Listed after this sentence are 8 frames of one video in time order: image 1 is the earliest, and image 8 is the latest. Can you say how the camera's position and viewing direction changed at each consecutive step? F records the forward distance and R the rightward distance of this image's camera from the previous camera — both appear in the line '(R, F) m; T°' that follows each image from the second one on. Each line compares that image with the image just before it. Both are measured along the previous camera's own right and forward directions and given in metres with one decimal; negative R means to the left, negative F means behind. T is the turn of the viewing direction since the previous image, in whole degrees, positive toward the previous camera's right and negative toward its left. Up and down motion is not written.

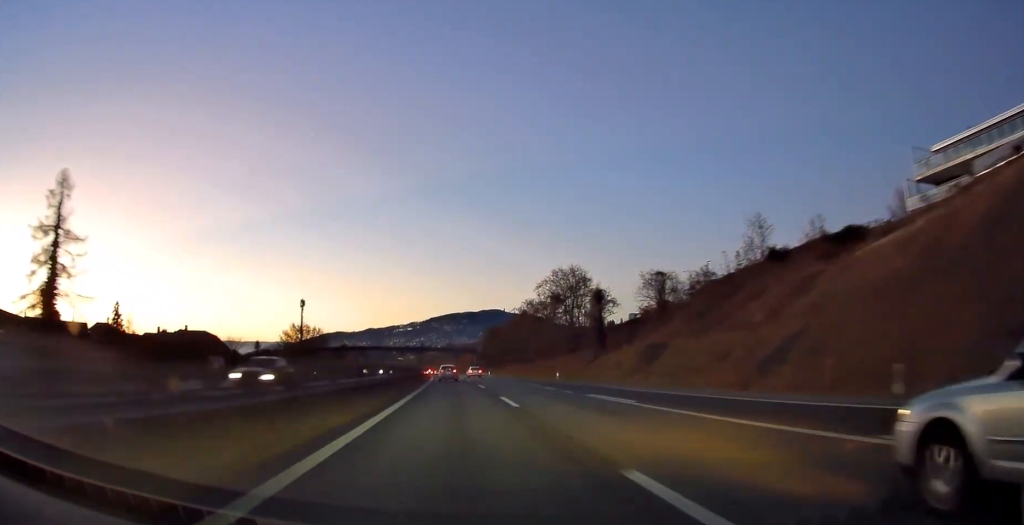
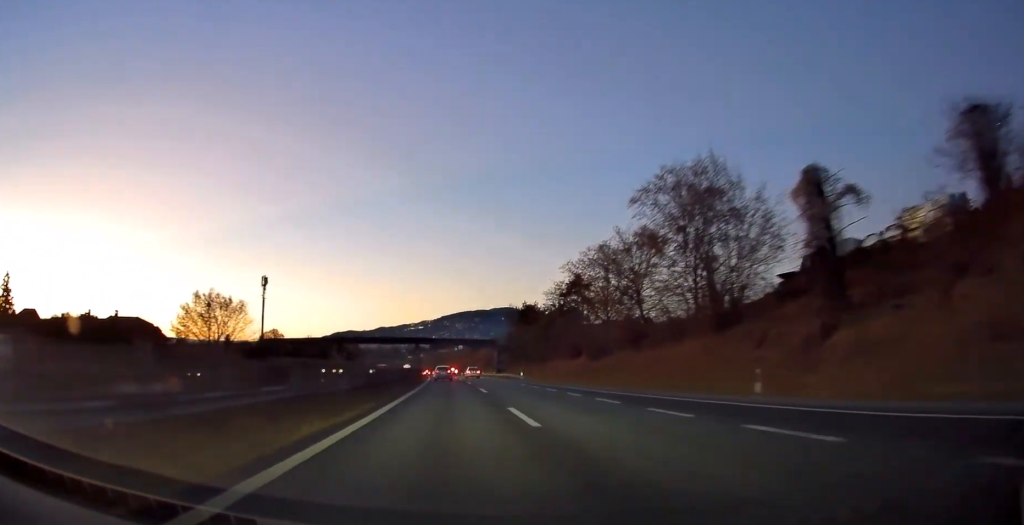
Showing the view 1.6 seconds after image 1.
(-0.9, +43.7) m; -2°
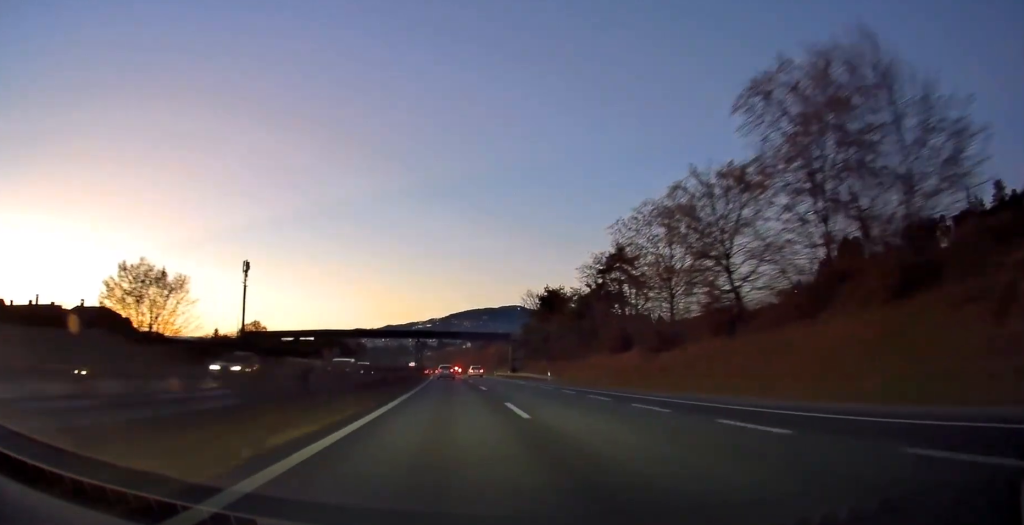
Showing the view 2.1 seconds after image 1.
(+0.2, +15.9) m; 0°
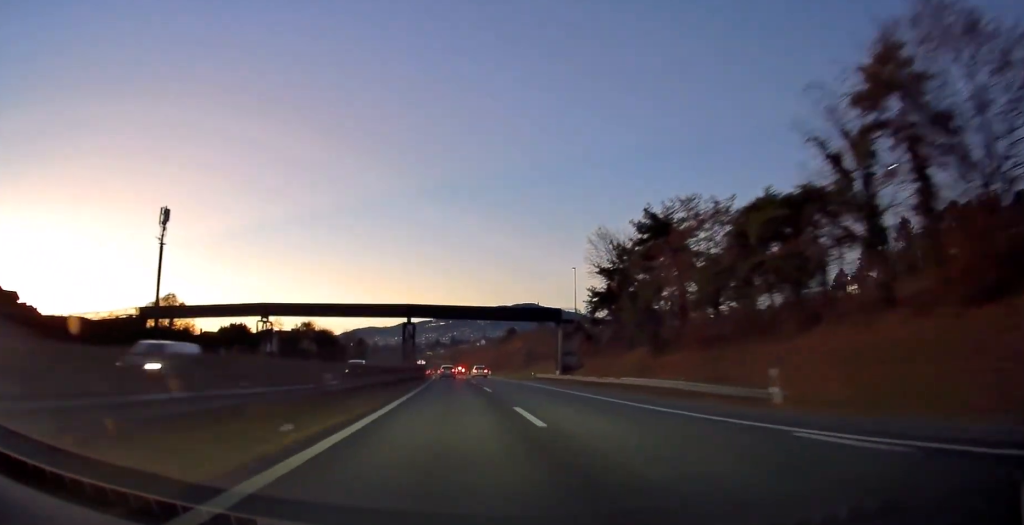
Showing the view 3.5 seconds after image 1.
(-0.6, +39.4) m; -1°
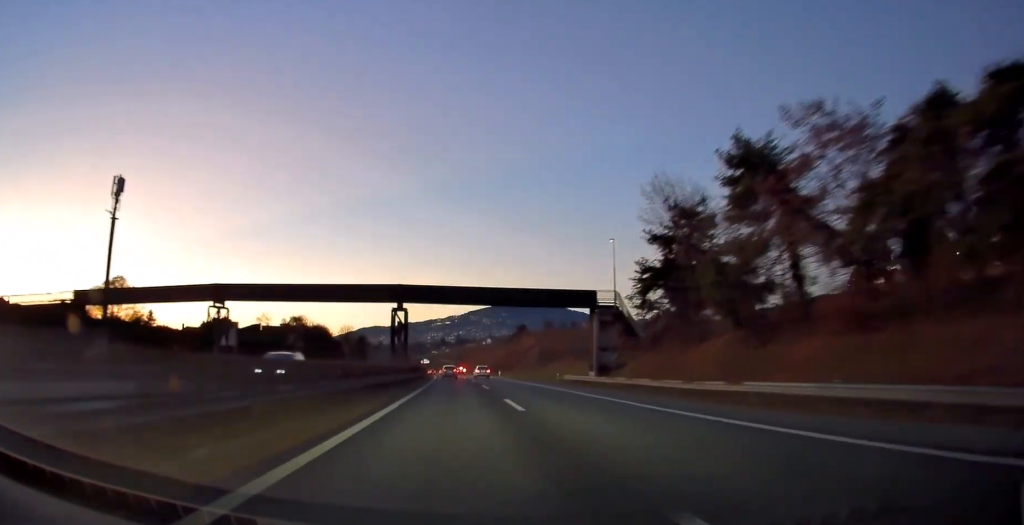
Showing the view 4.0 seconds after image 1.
(0.0, +13.2) m; -1°
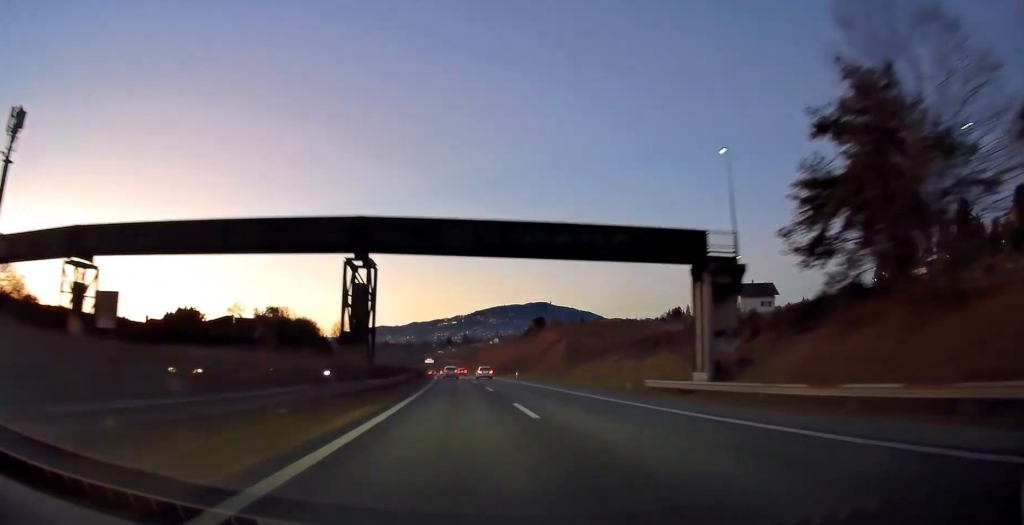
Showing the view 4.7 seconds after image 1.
(-0.2, +20.9) m; -1°
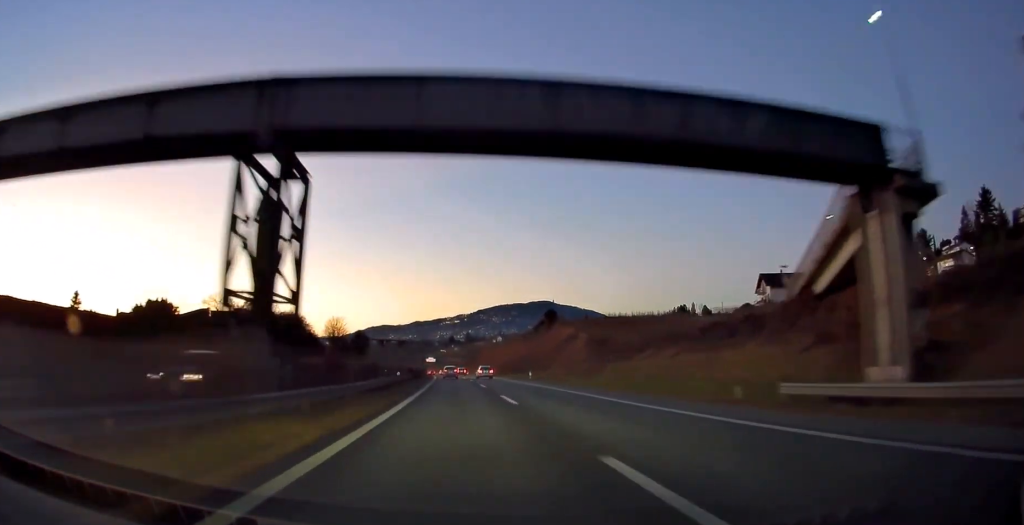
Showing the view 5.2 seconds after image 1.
(-0.2, +12.4) m; 0°
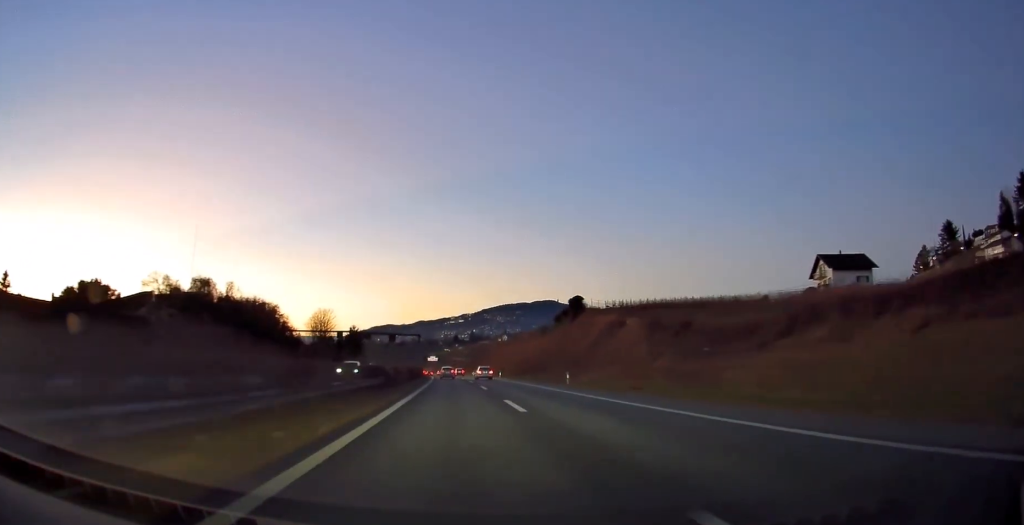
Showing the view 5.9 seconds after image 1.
(+0.1, +22.0) m; -1°
